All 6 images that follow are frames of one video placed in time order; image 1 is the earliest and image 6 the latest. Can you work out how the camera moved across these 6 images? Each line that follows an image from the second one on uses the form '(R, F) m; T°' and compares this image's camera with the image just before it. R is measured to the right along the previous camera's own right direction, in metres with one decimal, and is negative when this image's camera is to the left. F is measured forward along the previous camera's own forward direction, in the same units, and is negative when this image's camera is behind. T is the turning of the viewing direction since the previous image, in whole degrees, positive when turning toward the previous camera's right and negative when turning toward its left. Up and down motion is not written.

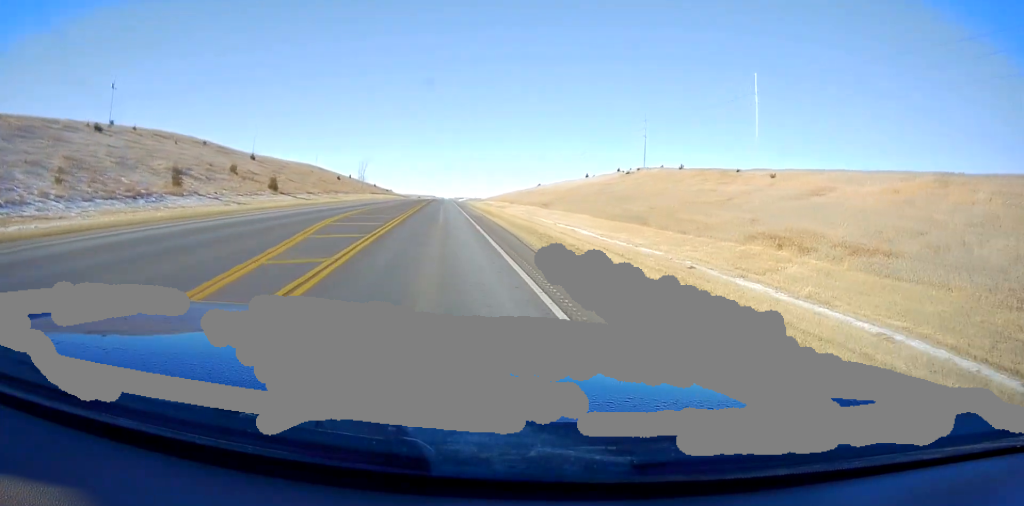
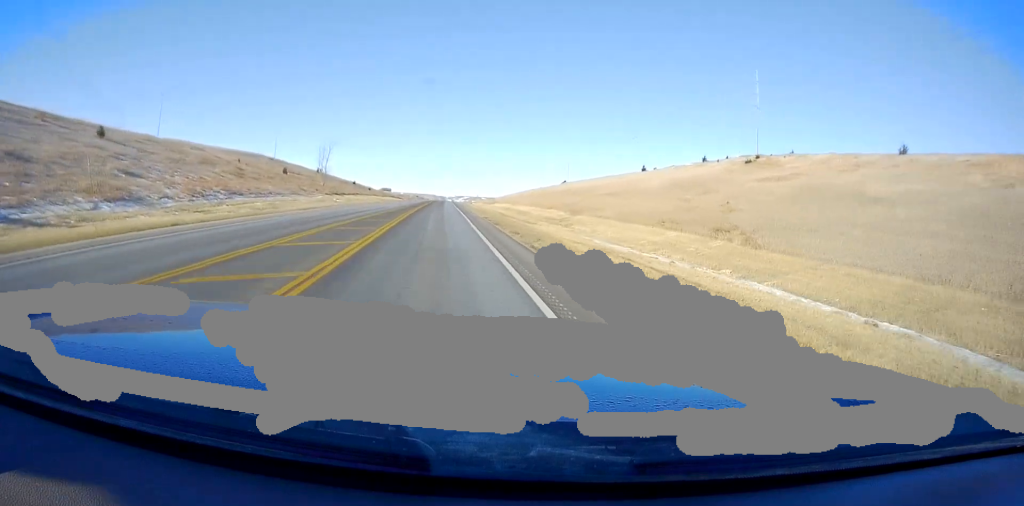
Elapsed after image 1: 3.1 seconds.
(-0.4, +53.2) m; -2°
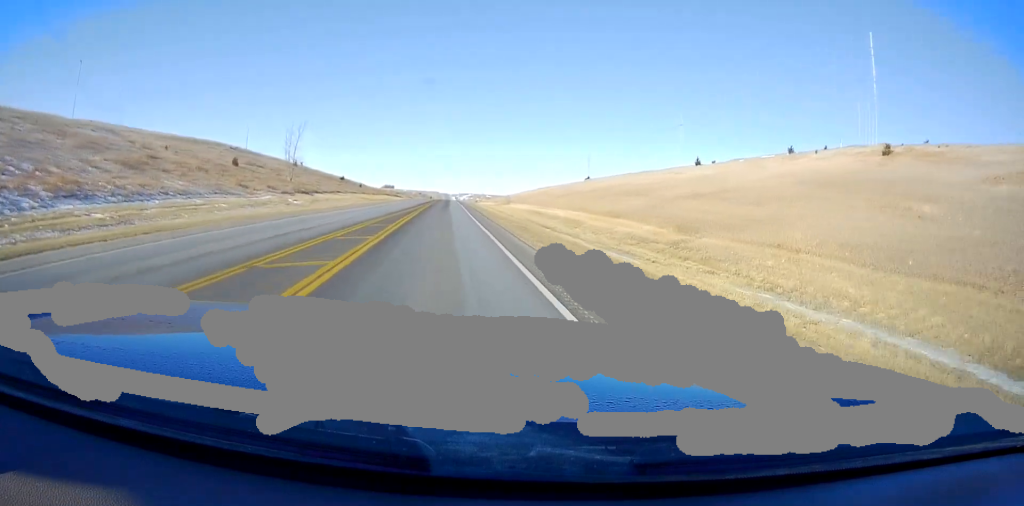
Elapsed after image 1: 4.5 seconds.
(-0.1, +27.3) m; +1°
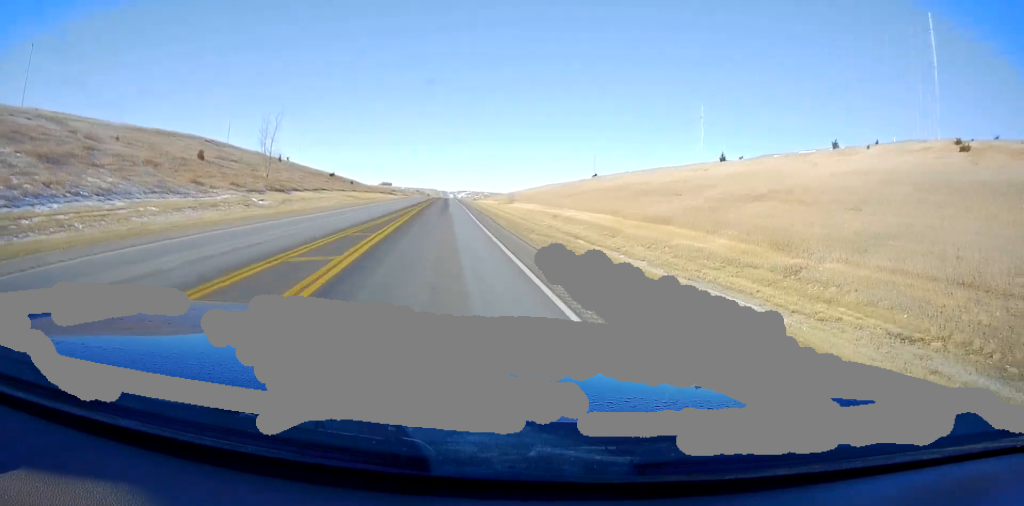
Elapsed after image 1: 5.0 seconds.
(+0.3, +10.9) m; 0°
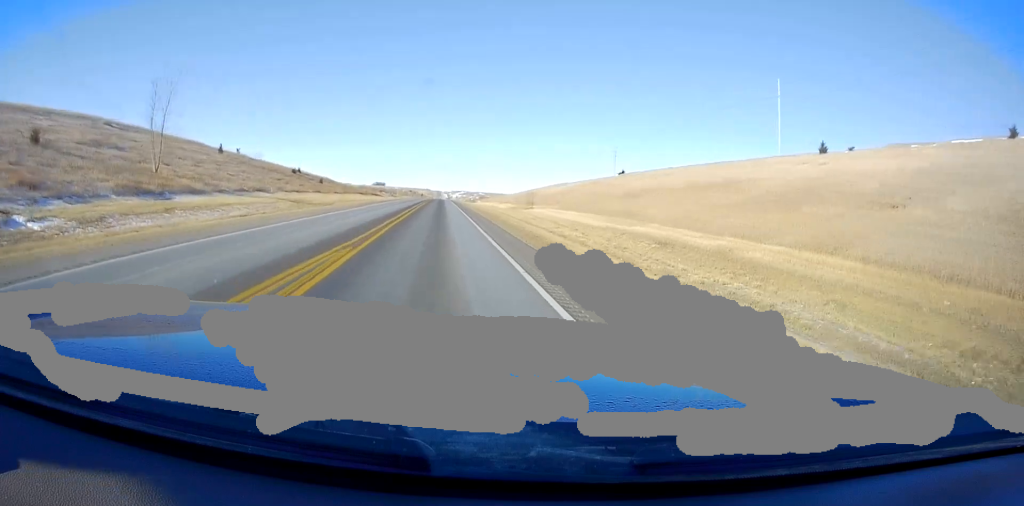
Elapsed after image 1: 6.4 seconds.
(-0.4, +29.7) m; -2°
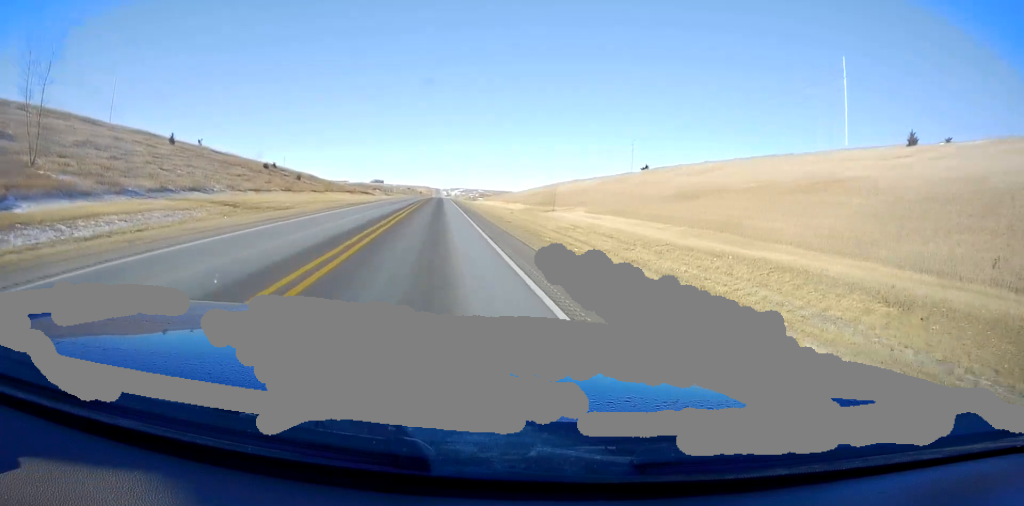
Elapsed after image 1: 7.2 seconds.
(0.0, +16.9) m; 0°
